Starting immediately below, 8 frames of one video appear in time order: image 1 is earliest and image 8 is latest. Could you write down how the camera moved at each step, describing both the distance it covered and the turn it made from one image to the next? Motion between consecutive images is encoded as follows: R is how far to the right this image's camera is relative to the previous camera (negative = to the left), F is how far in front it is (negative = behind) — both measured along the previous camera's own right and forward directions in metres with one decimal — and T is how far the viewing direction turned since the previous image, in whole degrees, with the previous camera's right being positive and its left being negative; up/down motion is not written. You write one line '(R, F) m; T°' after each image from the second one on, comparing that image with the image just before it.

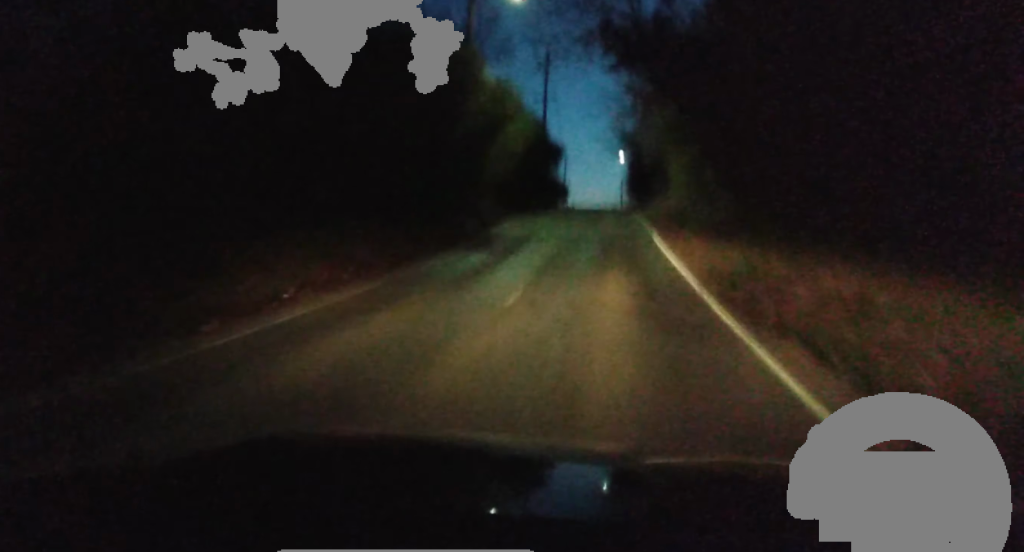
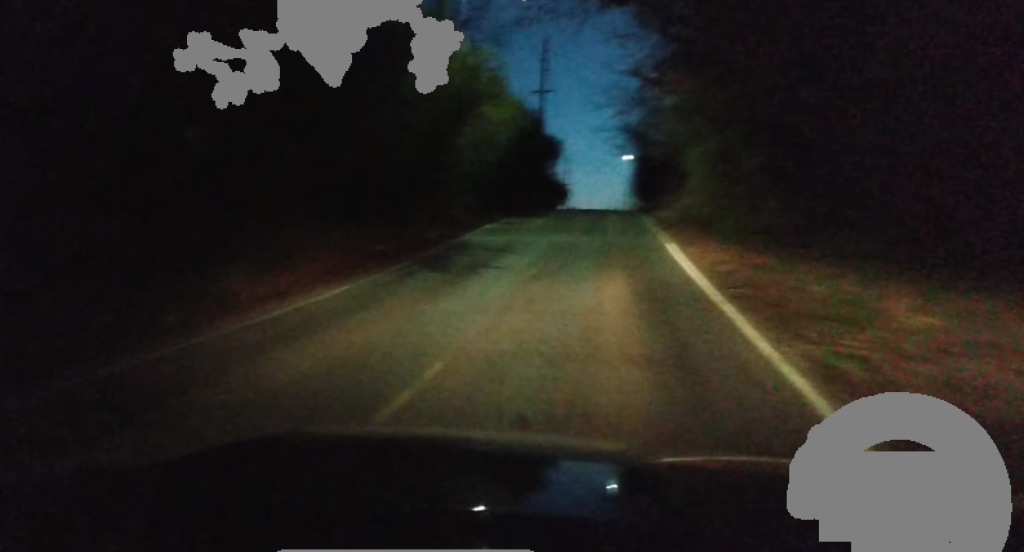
(0.0, +8.3) m; 0°
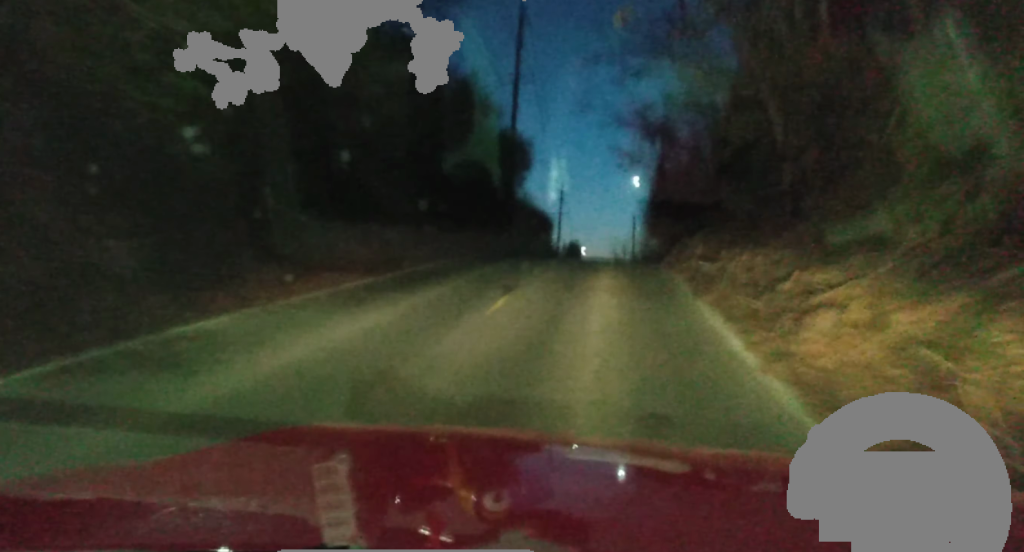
(-0.3, +30.2) m; -2°
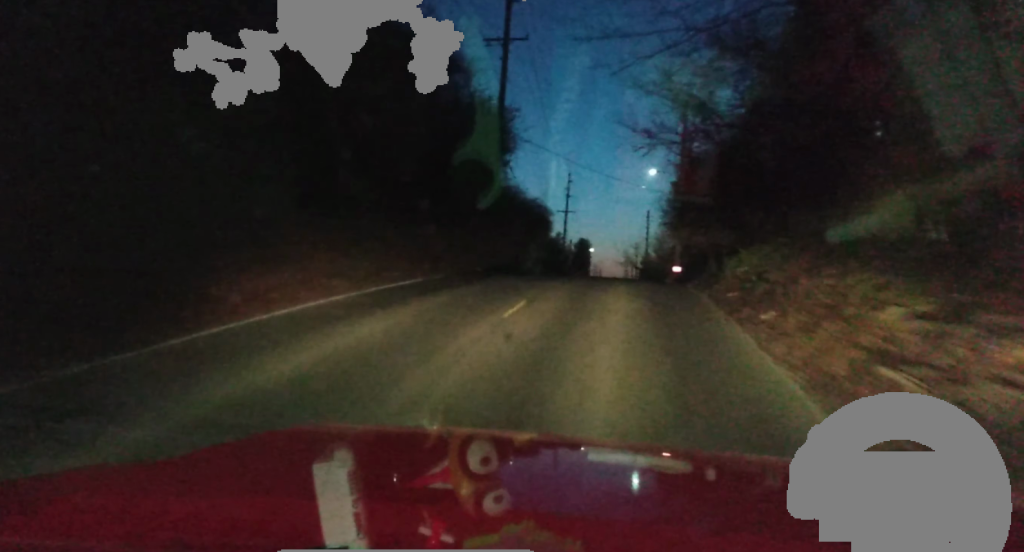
(-0.2, +12.2) m; -1°
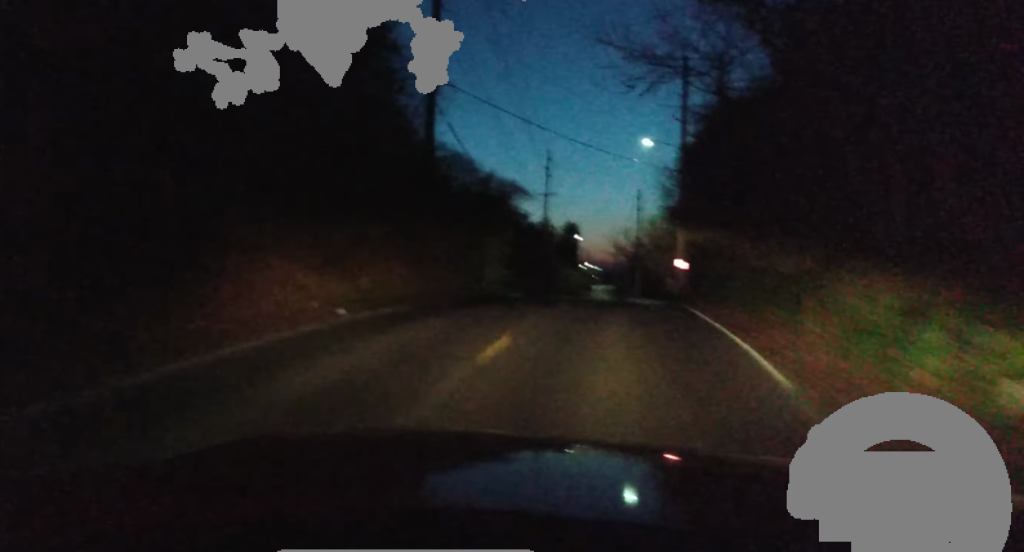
(+0.2, +15.6) m; +1°
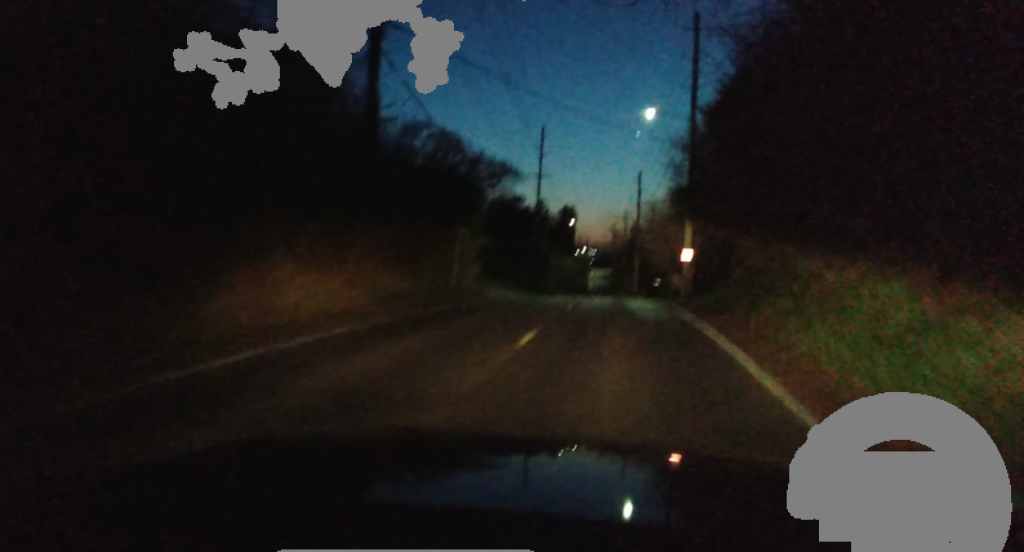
(+0.1, +8.7) m; 0°
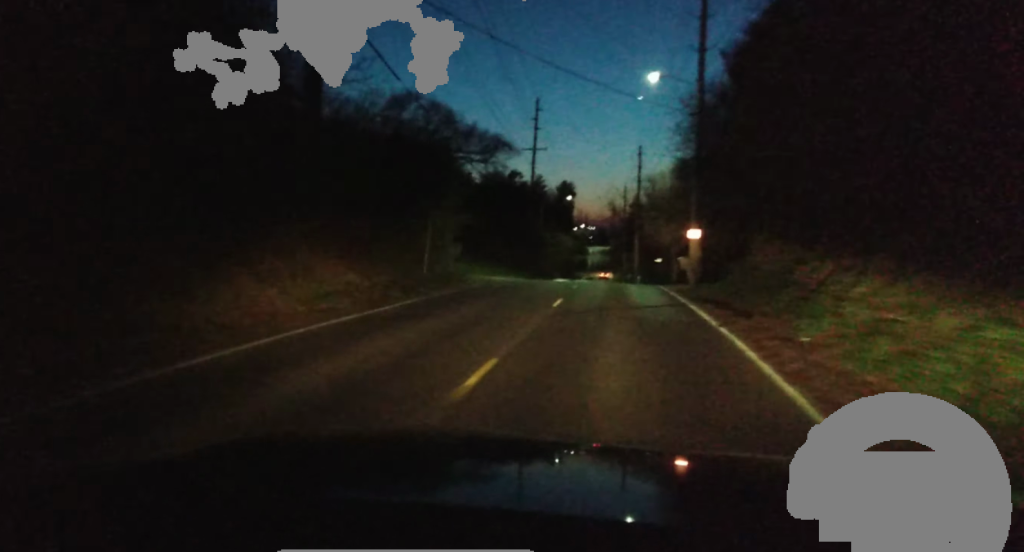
(0.0, +5.3) m; 0°
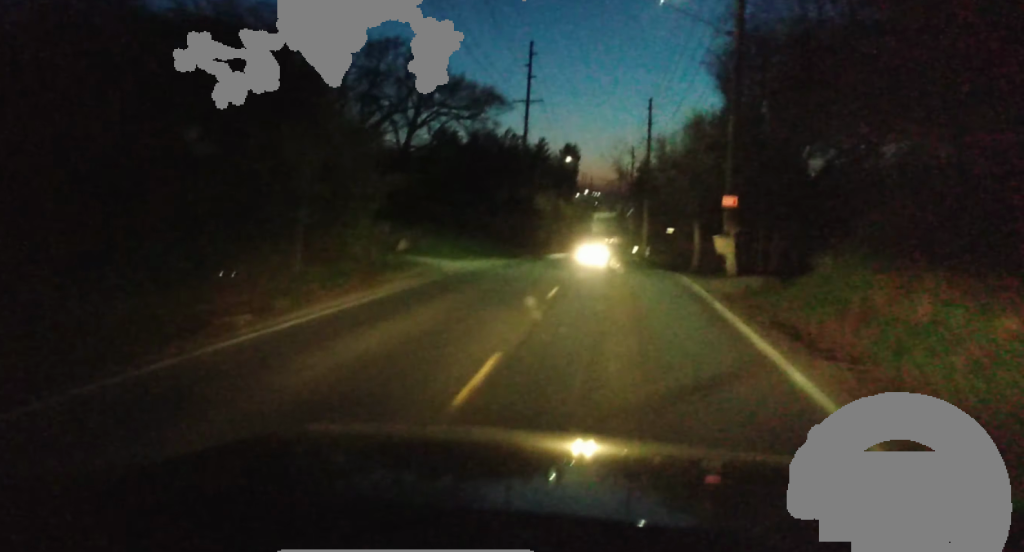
(-0.1, +12.9) m; 0°
